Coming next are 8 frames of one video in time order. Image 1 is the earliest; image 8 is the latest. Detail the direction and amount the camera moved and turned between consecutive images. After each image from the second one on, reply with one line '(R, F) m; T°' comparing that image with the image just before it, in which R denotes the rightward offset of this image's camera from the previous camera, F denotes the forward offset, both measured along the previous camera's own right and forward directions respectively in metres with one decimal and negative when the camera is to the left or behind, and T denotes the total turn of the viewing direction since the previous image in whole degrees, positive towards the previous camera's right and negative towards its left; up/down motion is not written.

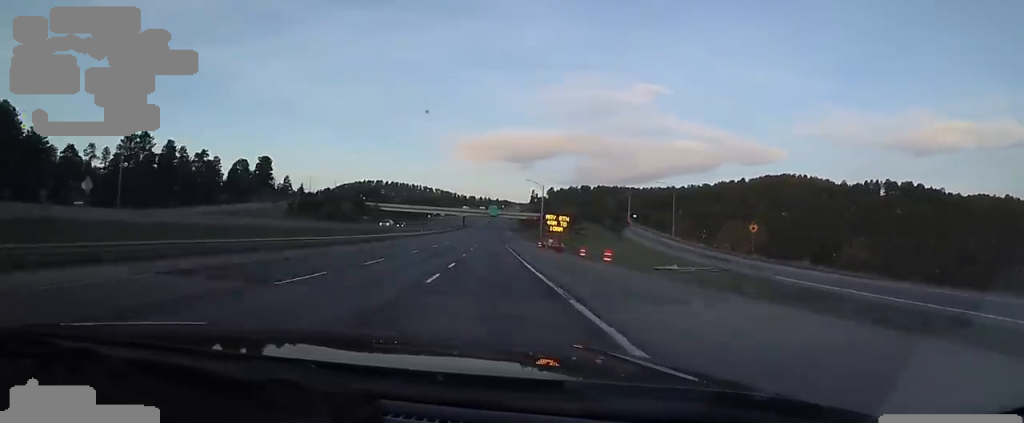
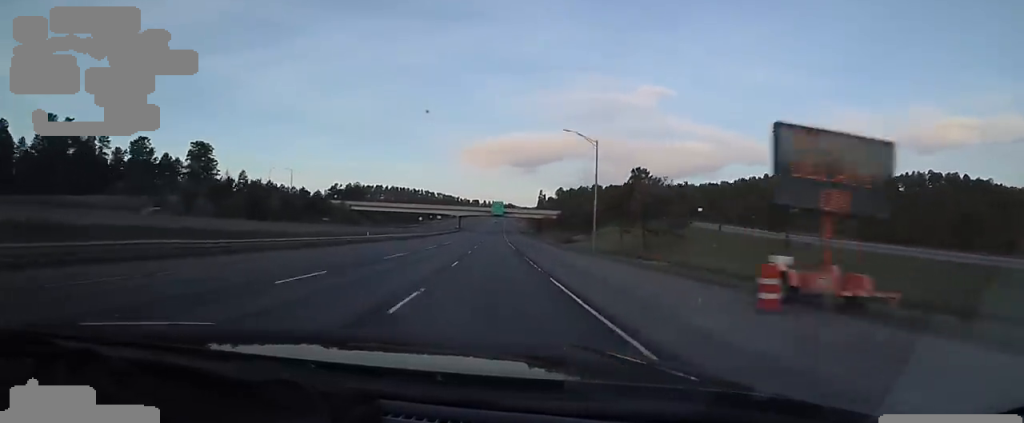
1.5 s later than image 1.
(-0.6, +47.6) m; -2°
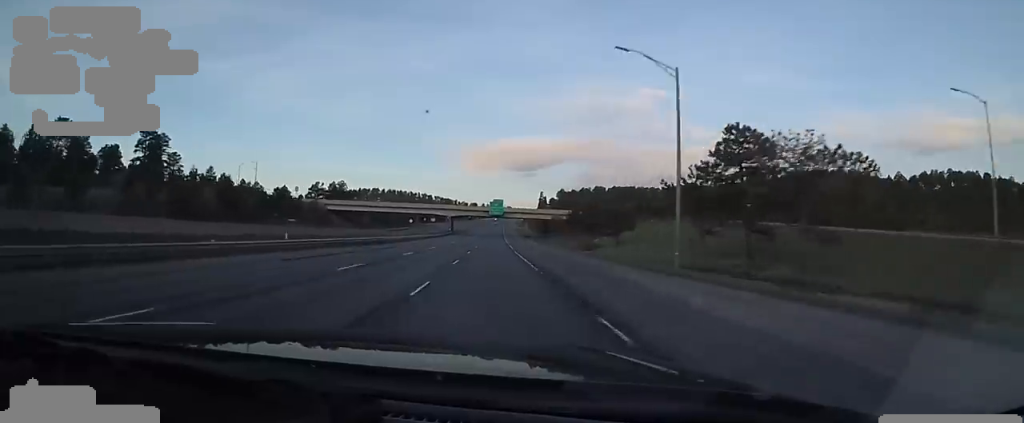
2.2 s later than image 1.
(-0.4, +21.8) m; -1°
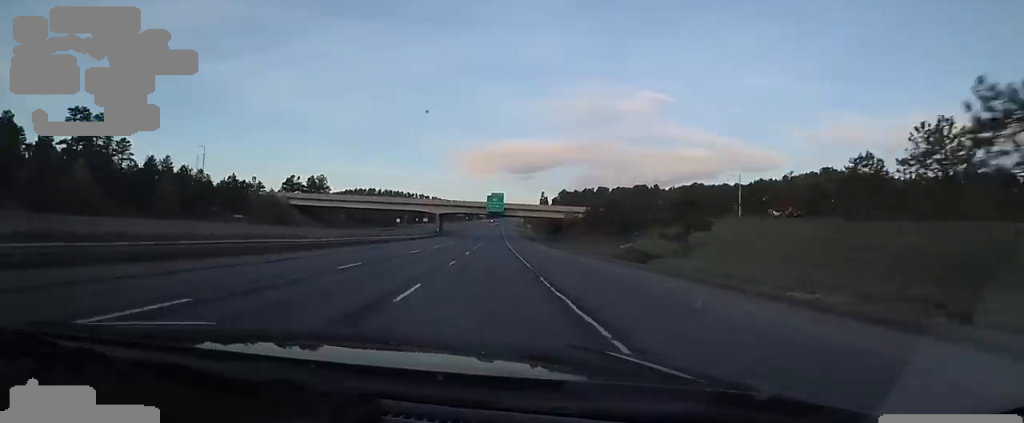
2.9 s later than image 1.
(-0.3, +23.6) m; 0°
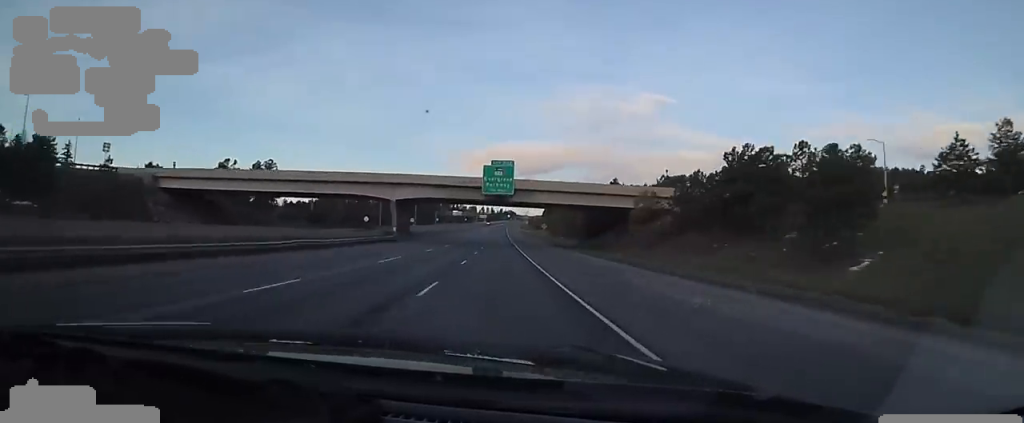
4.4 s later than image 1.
(+1.0, +46.4) m; +2°
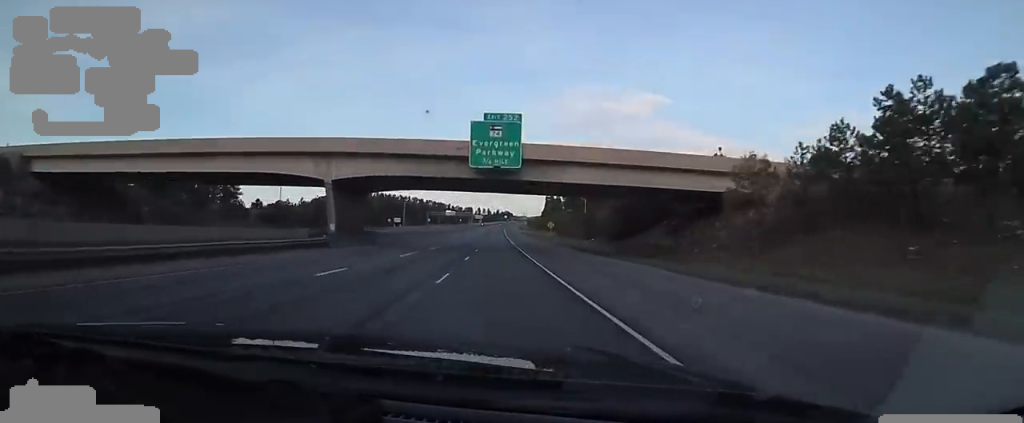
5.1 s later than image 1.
(+0.2, +21.9) m; 0°
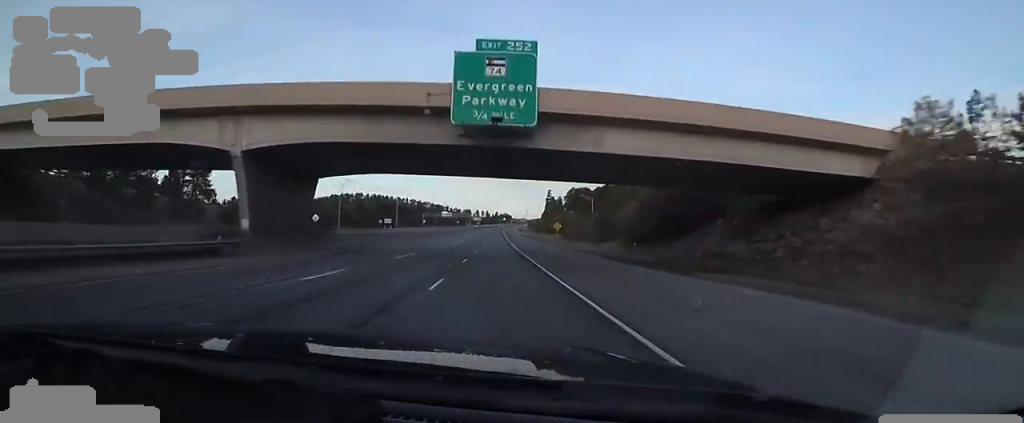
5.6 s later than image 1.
(+0.1, +13.5) m; 0°
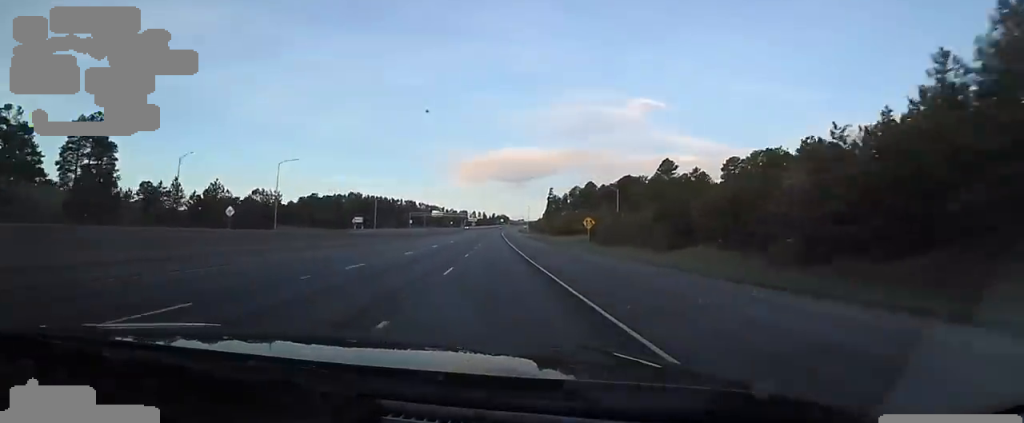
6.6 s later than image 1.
(-0.2, +33.5) m; 0°
